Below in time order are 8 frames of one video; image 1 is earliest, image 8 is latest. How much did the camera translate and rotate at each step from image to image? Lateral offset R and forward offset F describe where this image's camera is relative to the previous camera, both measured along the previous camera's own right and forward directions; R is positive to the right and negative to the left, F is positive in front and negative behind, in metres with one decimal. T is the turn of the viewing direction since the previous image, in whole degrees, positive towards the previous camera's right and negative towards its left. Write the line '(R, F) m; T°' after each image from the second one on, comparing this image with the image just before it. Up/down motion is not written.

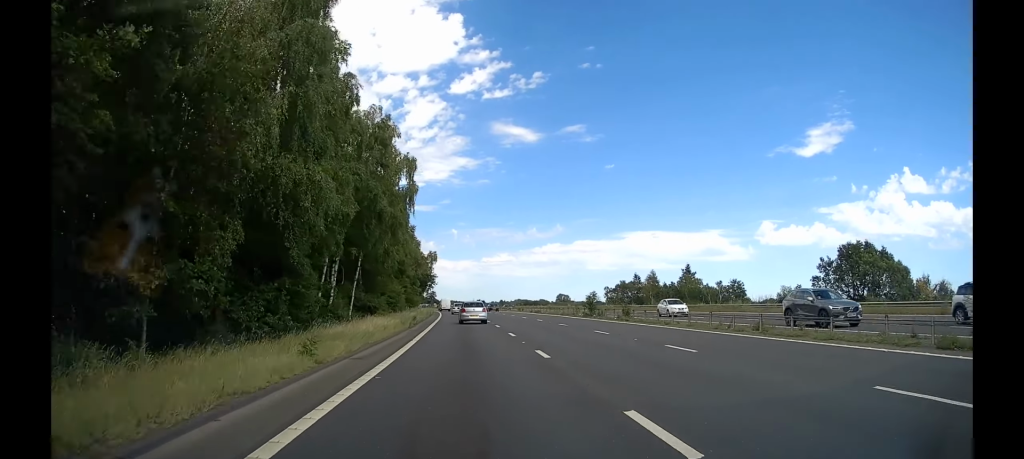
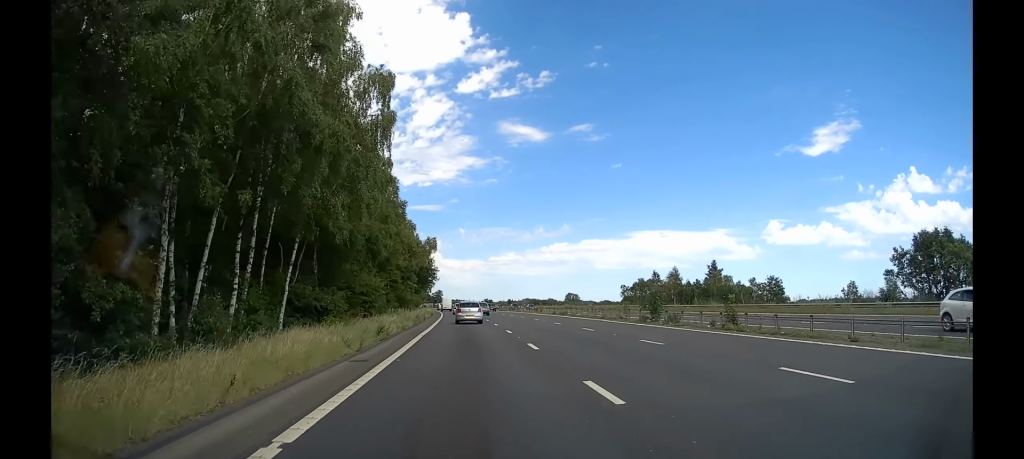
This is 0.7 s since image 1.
(+0.1, +15.4) m; 0°
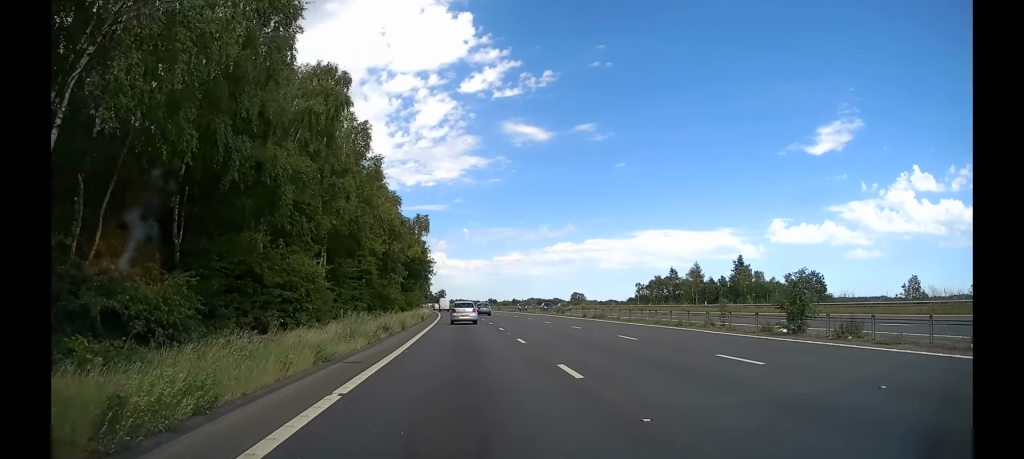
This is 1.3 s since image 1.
(-0.2, +15.4) m; -1°
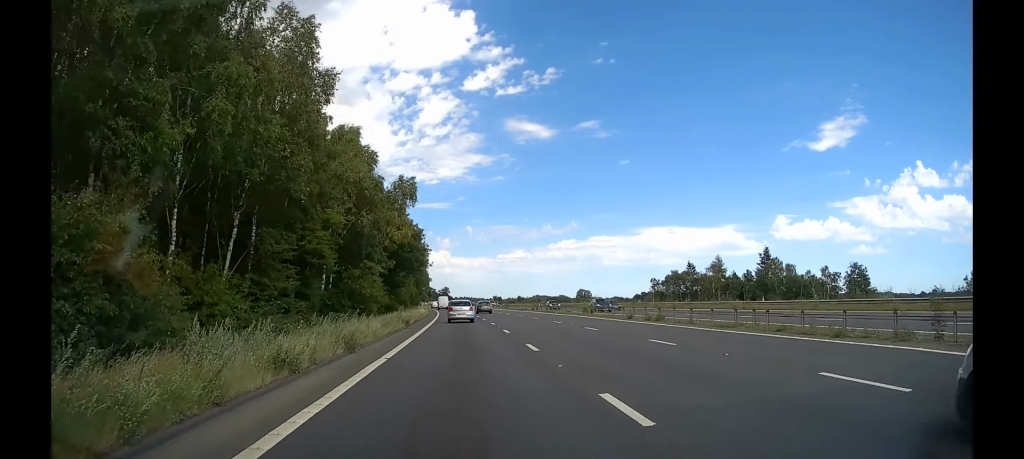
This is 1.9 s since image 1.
(-0.1, +13.0) m; -1°
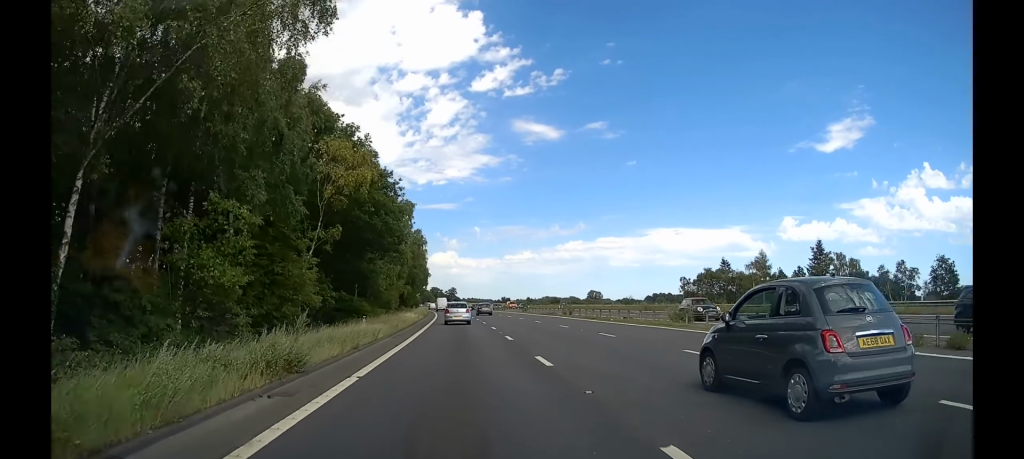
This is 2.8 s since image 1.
(-0.2, +21.3) m; -1°
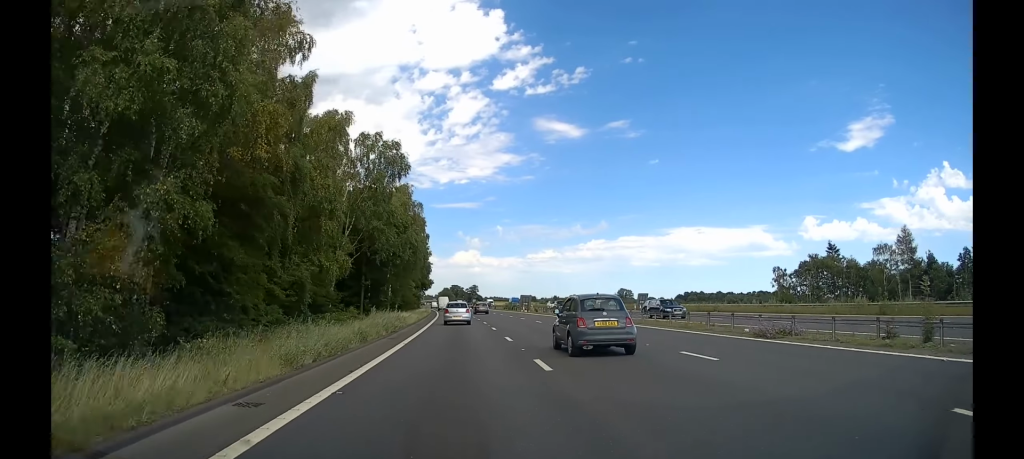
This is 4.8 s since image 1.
(-0.5, +45.8) m; -2°
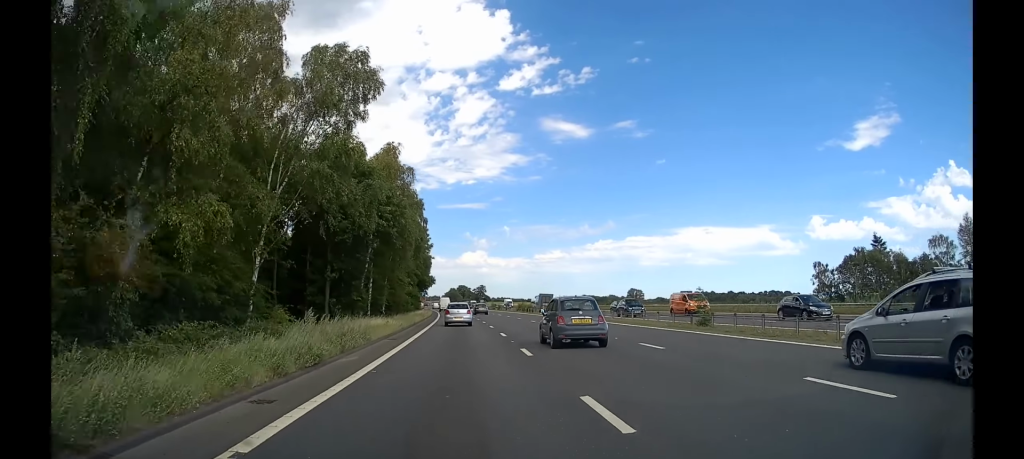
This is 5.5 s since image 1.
(-0.2, +14.6) m; -1°
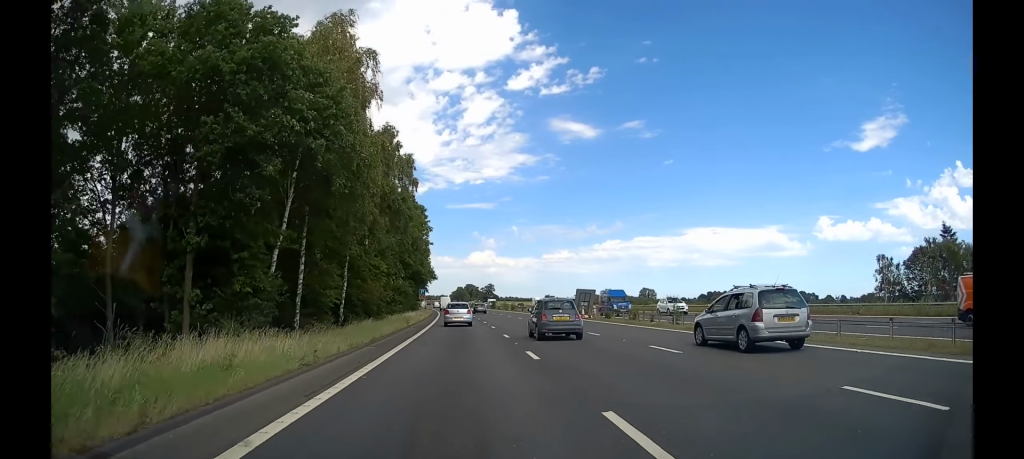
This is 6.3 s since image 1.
(-0.1, +19.1) m; -1°
